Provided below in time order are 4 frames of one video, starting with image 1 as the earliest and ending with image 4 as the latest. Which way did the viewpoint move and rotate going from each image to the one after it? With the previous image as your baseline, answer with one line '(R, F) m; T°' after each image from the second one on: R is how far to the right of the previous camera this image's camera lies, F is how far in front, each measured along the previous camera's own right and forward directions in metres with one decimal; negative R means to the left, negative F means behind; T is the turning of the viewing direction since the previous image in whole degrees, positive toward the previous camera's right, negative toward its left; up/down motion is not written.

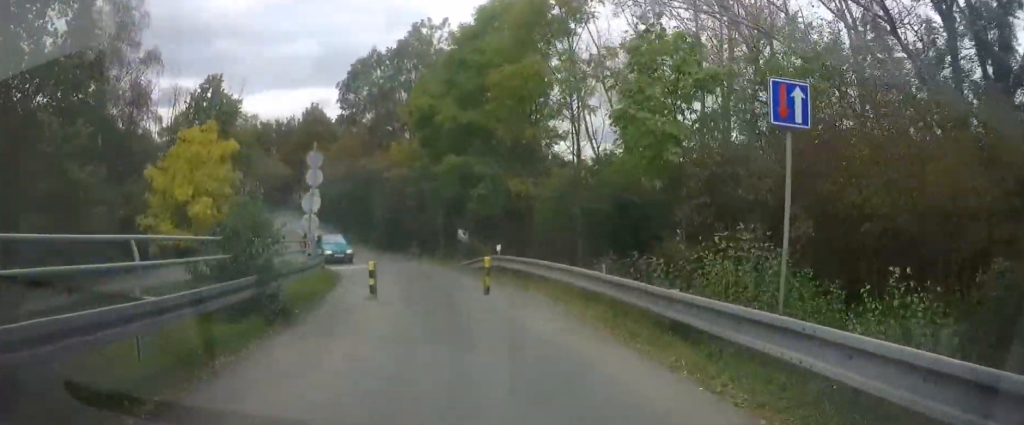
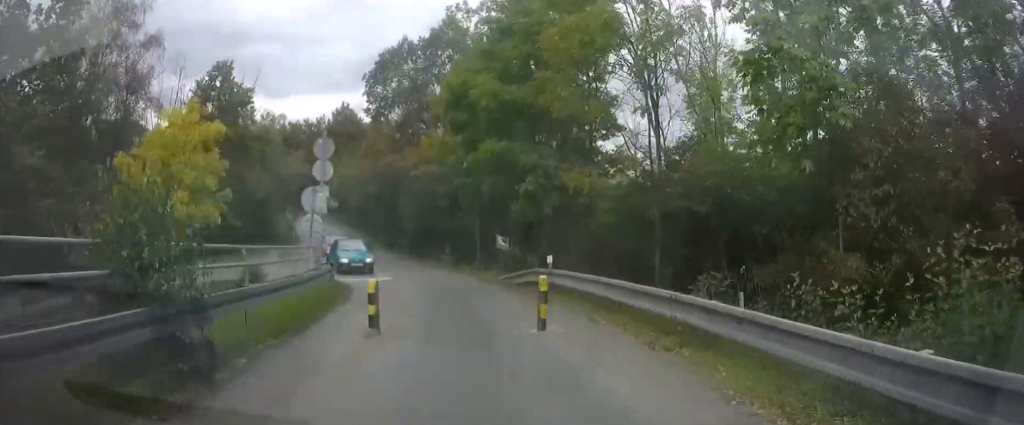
(-0.2, +4.9) m; -3°
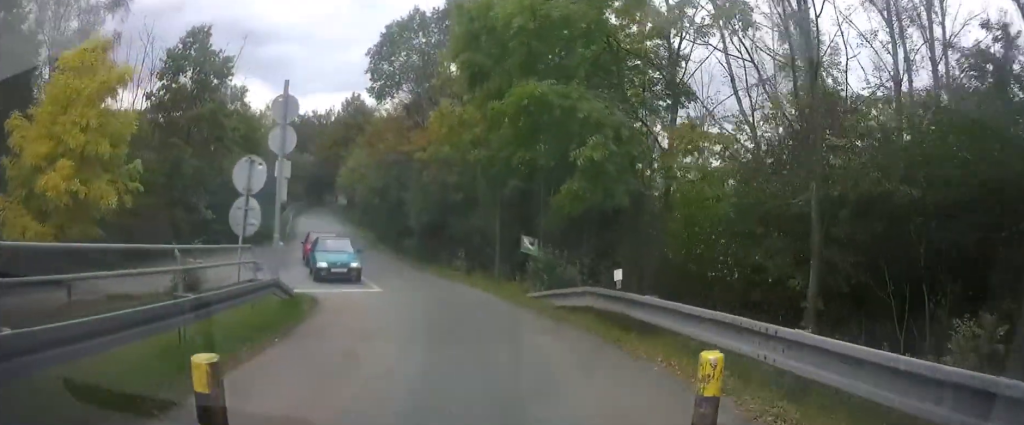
(-0.2, +7.1) m; -3°
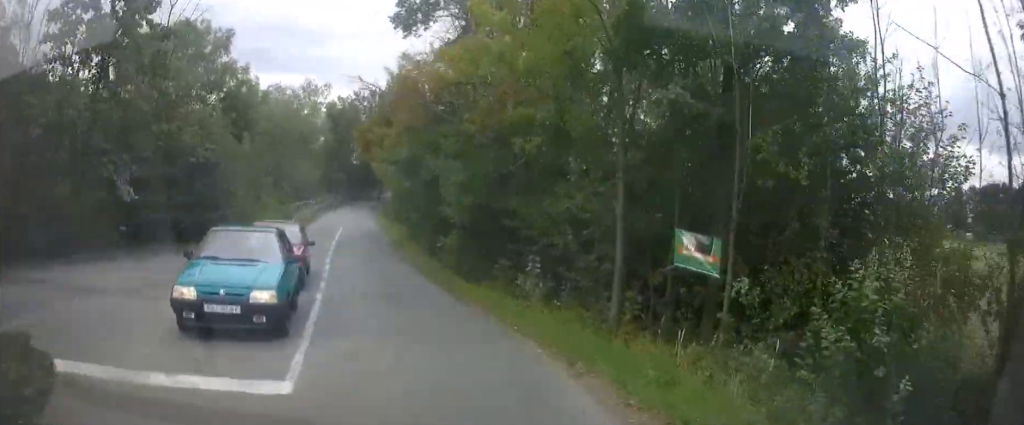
(-0.5, +13.8) m; -7°
